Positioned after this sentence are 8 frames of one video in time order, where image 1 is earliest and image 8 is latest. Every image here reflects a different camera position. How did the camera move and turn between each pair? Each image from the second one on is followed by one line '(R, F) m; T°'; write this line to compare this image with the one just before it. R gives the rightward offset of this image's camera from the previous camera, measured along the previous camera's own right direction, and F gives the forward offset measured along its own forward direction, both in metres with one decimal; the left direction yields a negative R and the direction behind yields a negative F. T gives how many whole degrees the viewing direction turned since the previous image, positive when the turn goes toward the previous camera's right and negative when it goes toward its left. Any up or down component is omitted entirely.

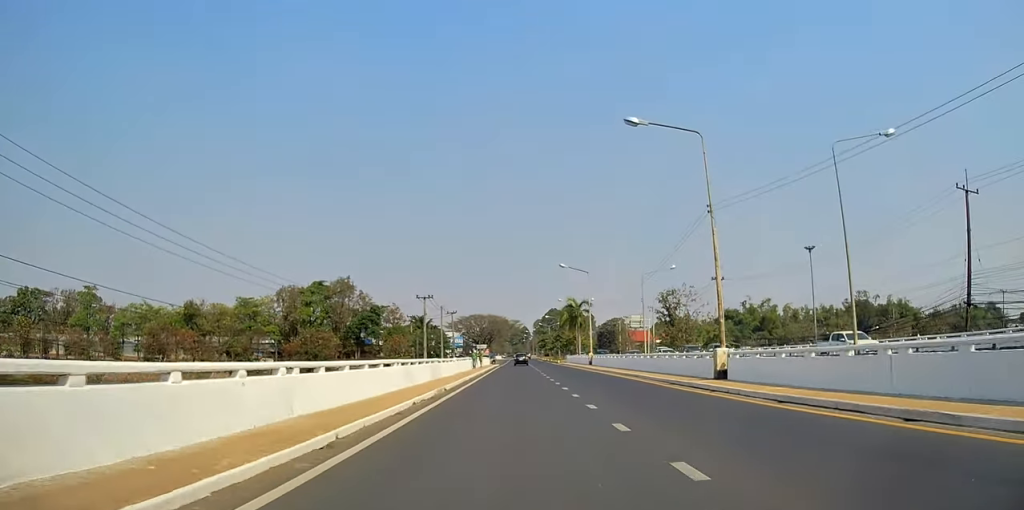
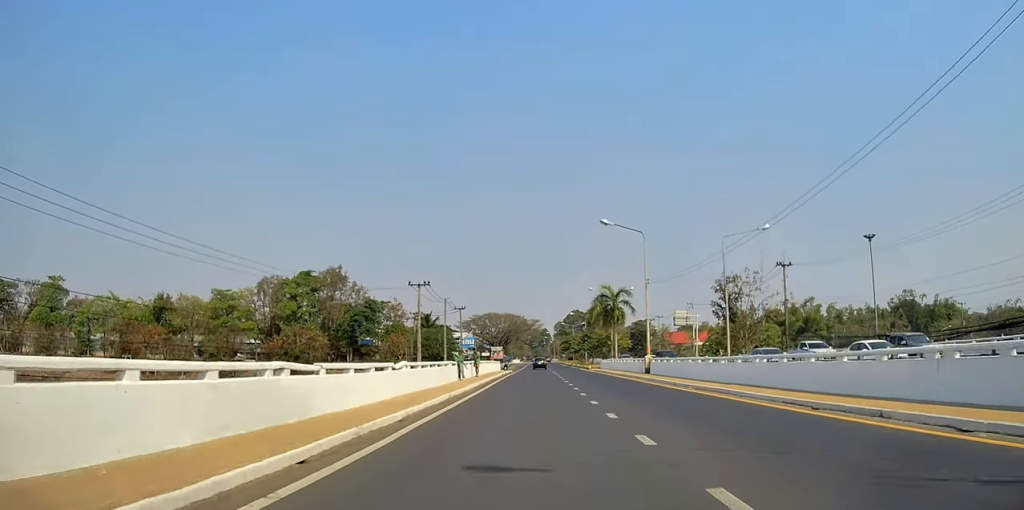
(-1.5, +21.0) m; -1°
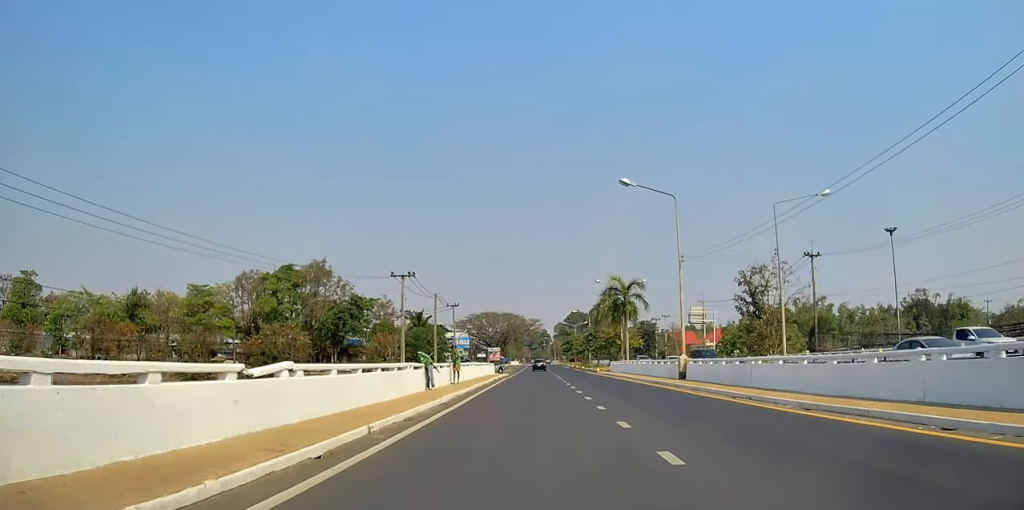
(+0.3, +9.6) m; +1°
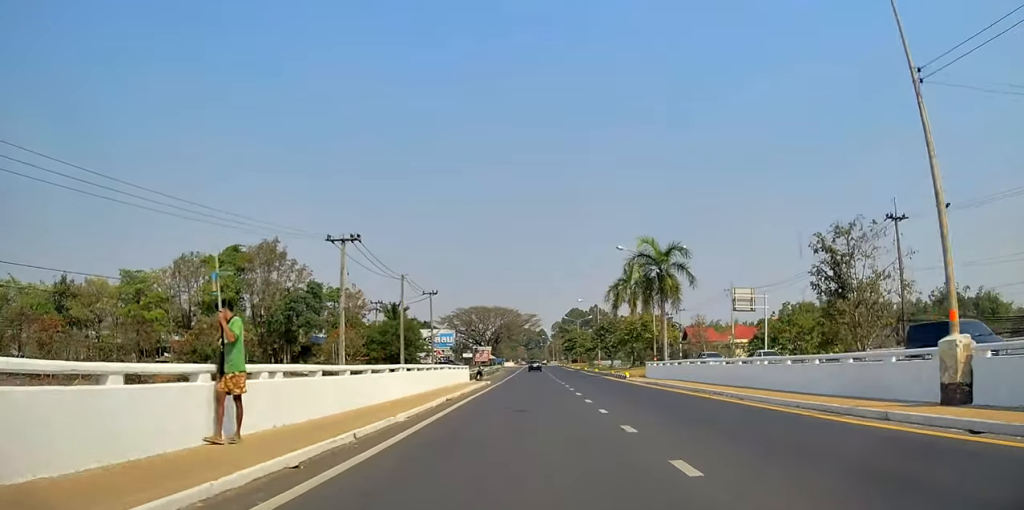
(-0.3, +21.5) m; -3°
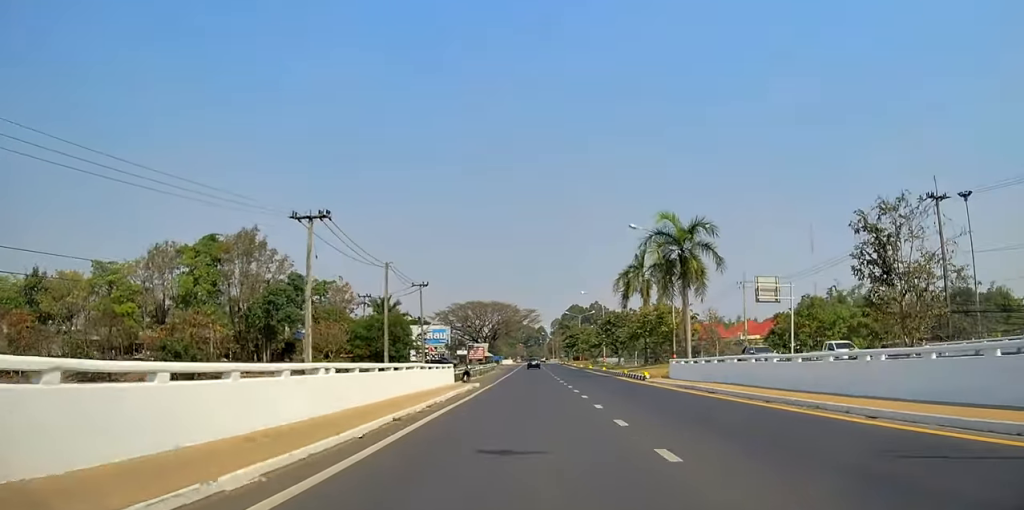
(-0.1, +7.6) m; 0°
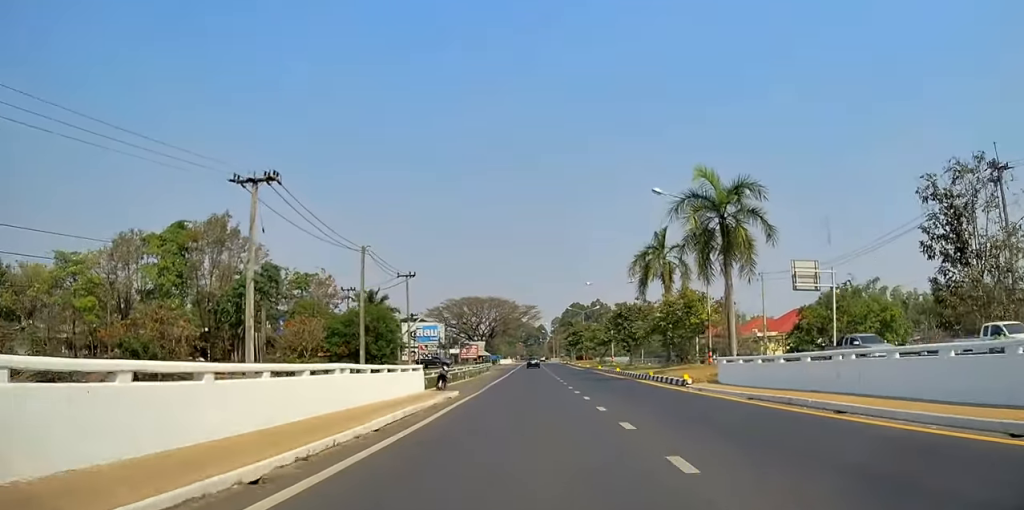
(0.0, +8.2) m; 0°
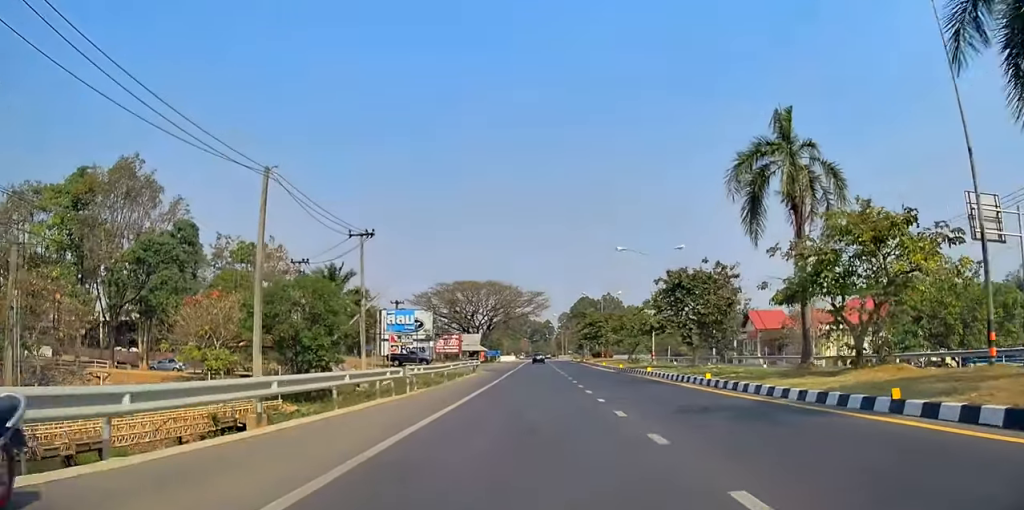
(+0.4, +22.5) m; +3°
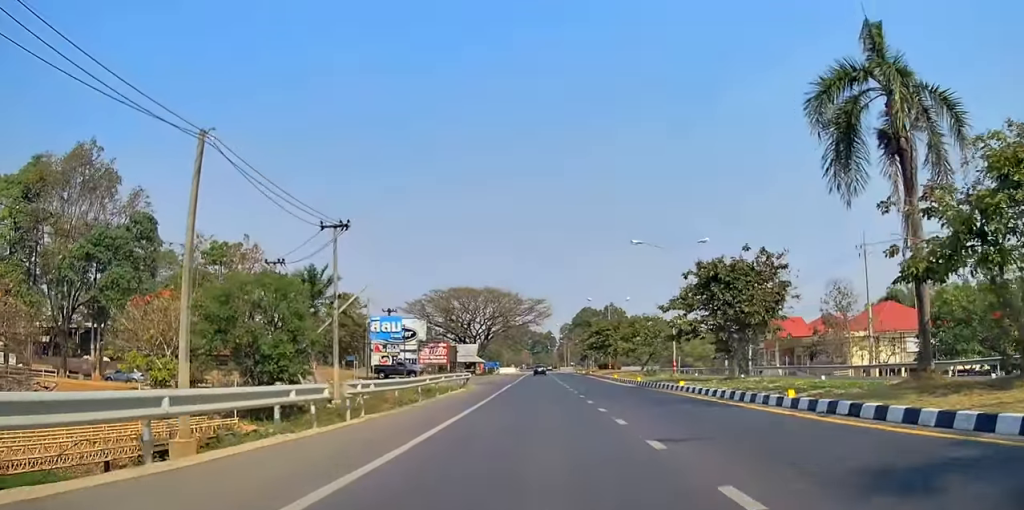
(+0.4, +7.7) m; 0°
